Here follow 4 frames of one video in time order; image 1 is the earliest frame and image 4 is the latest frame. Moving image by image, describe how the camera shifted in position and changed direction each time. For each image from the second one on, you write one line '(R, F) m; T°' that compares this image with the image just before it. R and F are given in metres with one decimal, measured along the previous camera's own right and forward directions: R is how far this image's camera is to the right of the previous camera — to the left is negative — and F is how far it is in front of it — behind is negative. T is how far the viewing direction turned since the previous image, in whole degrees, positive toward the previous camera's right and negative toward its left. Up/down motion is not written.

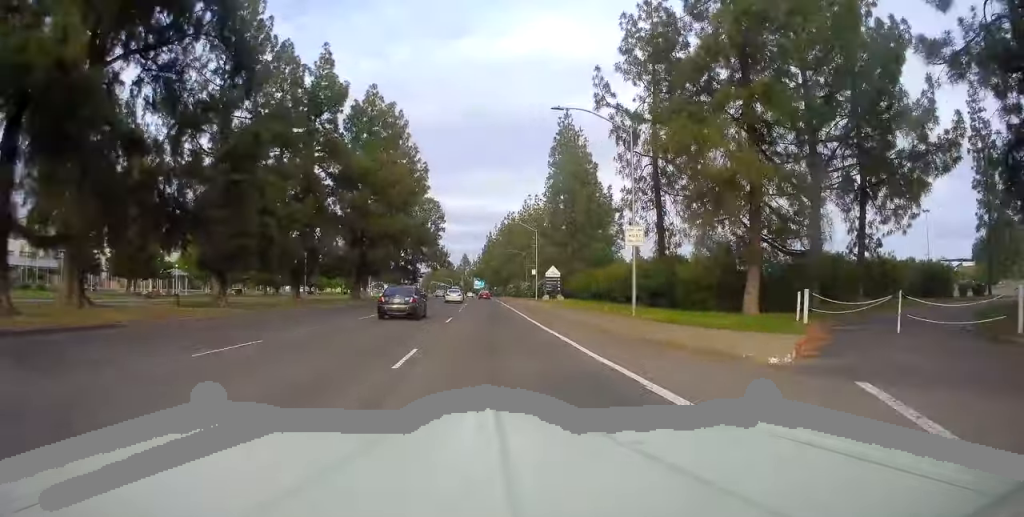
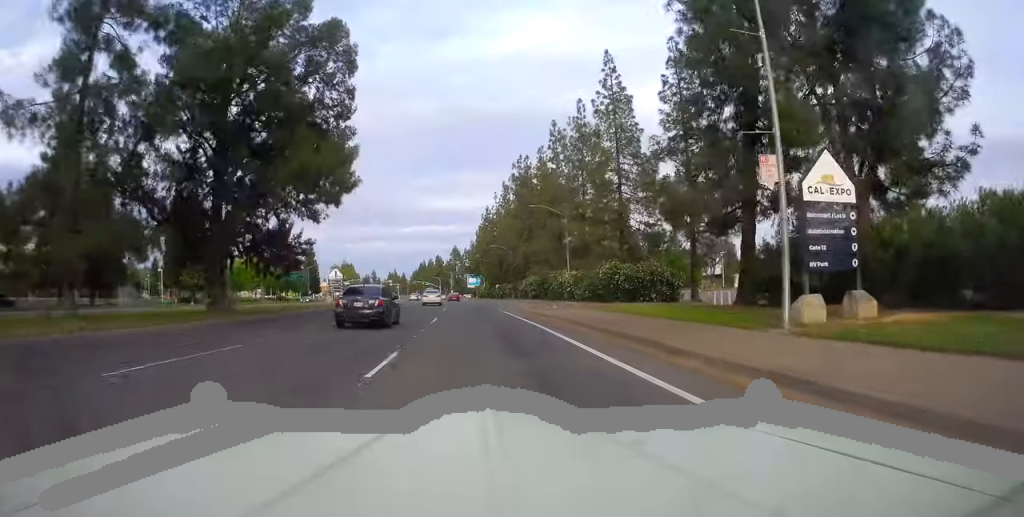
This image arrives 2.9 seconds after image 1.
(-0.3, +58.8) m; -2°
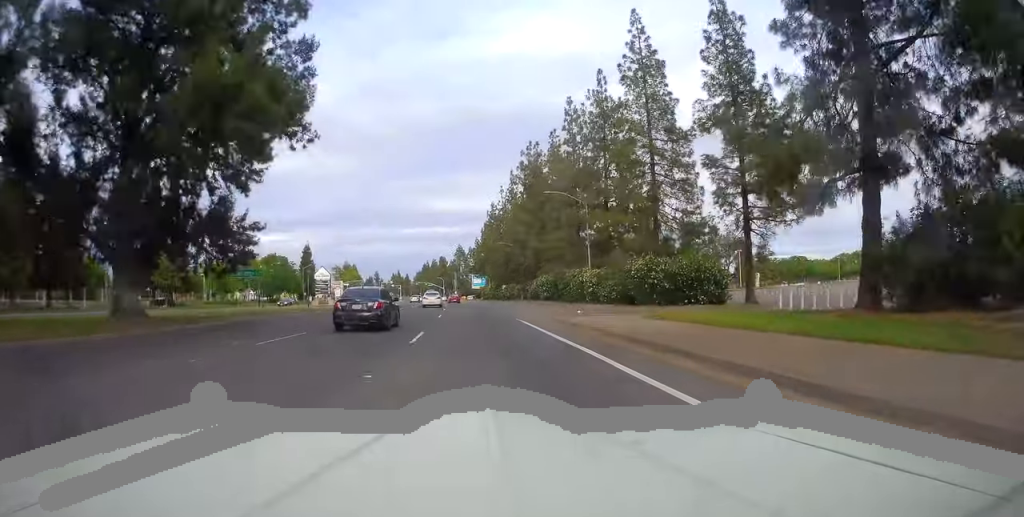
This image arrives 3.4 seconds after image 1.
(-0.4, +9.7) m; -1°
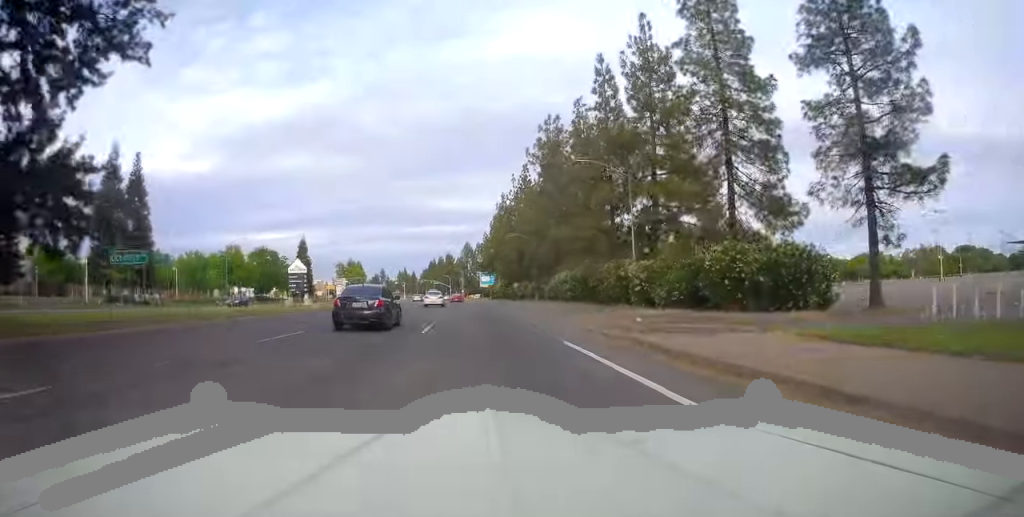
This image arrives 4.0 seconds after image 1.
(-0.1, +13.1) m; 0°
